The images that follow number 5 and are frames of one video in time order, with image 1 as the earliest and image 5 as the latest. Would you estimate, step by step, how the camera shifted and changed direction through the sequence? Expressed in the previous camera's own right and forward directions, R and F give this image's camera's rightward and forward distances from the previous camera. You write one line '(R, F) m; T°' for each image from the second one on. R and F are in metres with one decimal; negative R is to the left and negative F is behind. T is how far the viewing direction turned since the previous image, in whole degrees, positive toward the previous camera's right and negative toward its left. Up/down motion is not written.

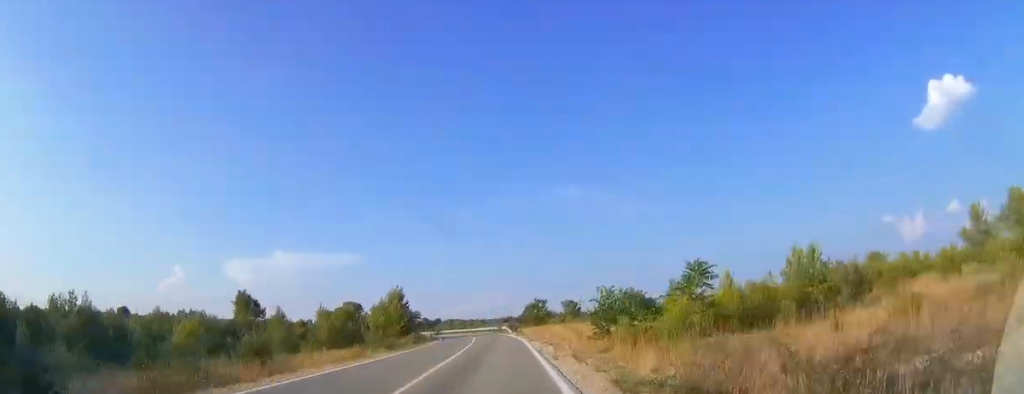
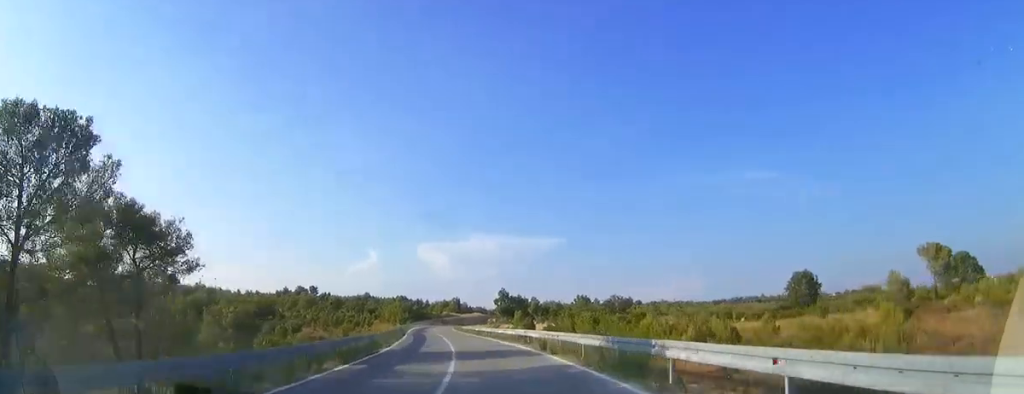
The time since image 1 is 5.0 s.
(-9.8, +102.2) m; -16°
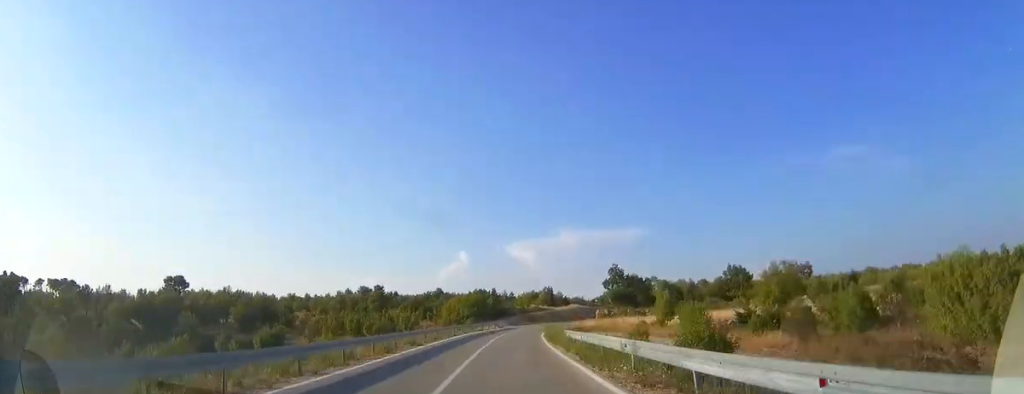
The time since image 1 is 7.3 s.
(-4.6, +48.8) m; -8°
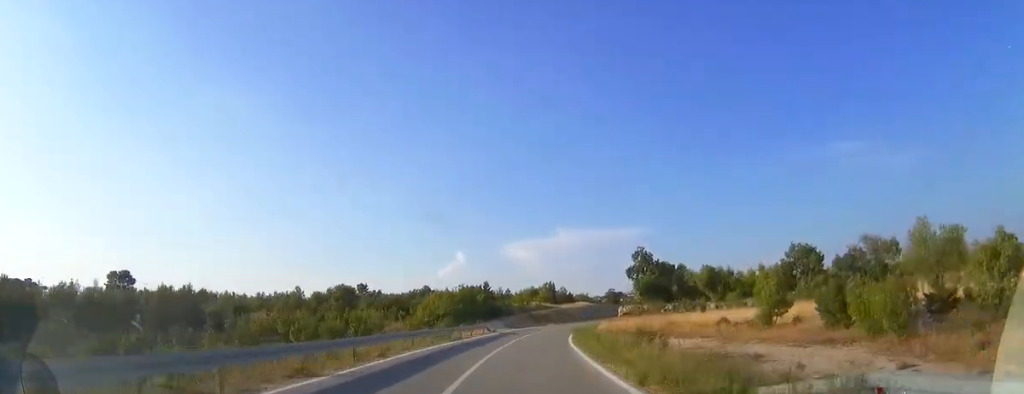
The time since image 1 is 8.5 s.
(-0.6, +24.4) m; 0°
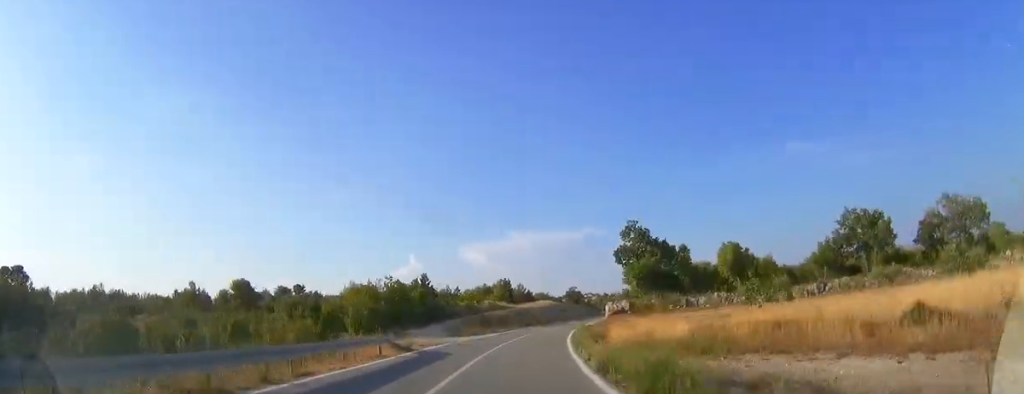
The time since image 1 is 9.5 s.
(-1.0, +23.1) m; +2°
